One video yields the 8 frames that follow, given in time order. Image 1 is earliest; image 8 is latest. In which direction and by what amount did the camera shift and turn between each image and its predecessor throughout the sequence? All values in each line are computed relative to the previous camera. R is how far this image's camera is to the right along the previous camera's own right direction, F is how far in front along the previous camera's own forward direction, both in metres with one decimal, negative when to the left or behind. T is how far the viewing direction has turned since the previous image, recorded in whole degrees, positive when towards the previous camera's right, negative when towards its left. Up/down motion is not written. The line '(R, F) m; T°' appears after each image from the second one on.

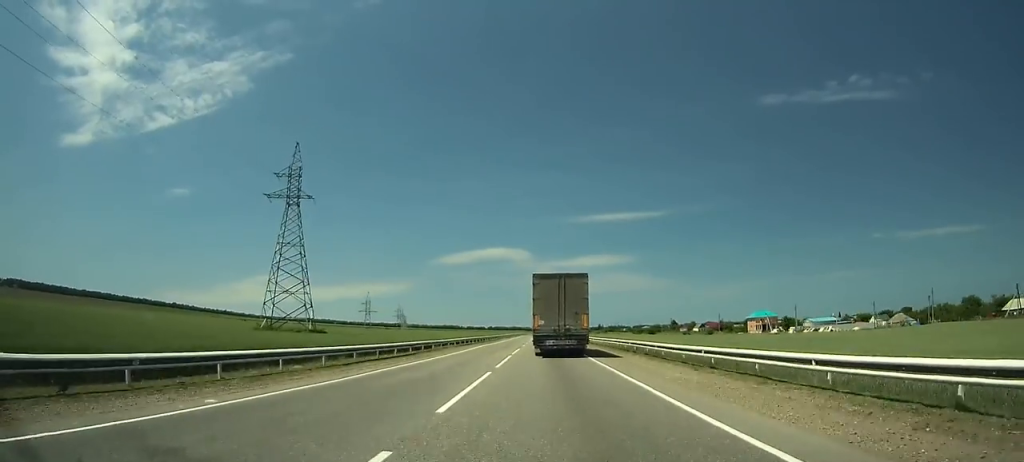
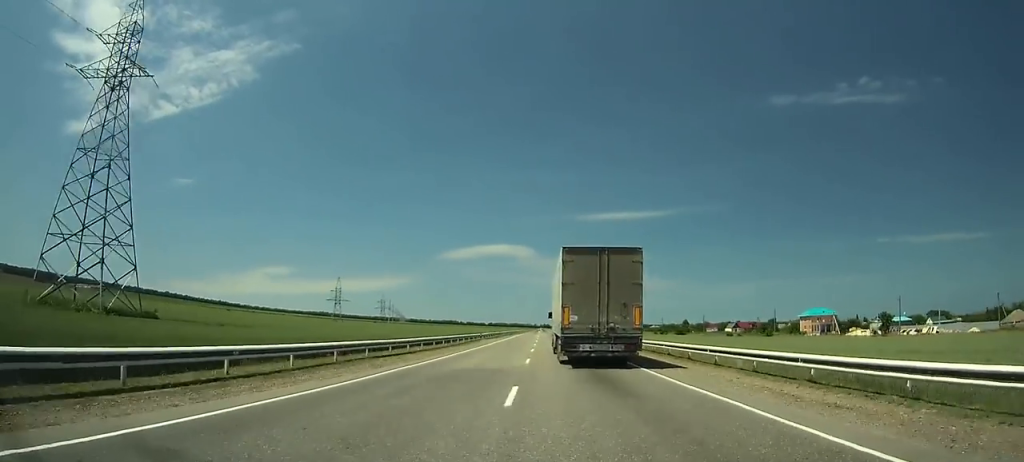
(-0.6, +49.2) m; 0°
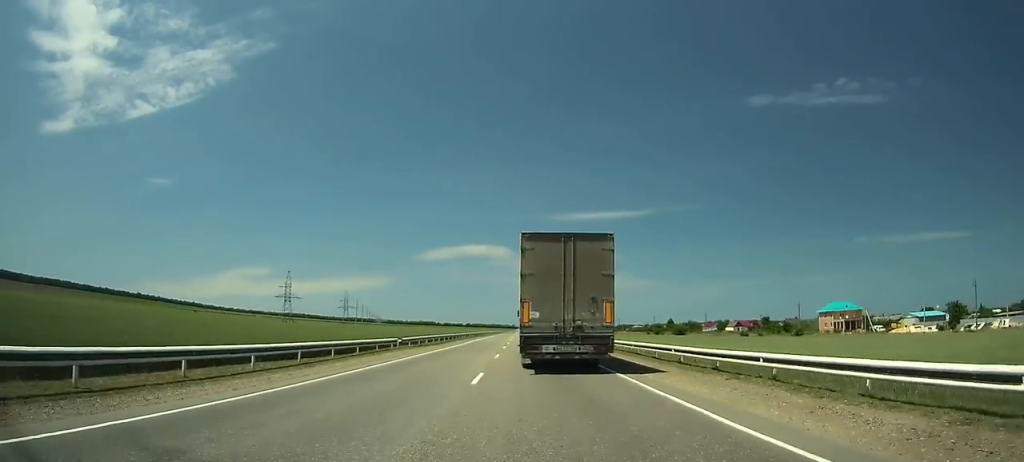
(+0.1, +32.2) m; 0°
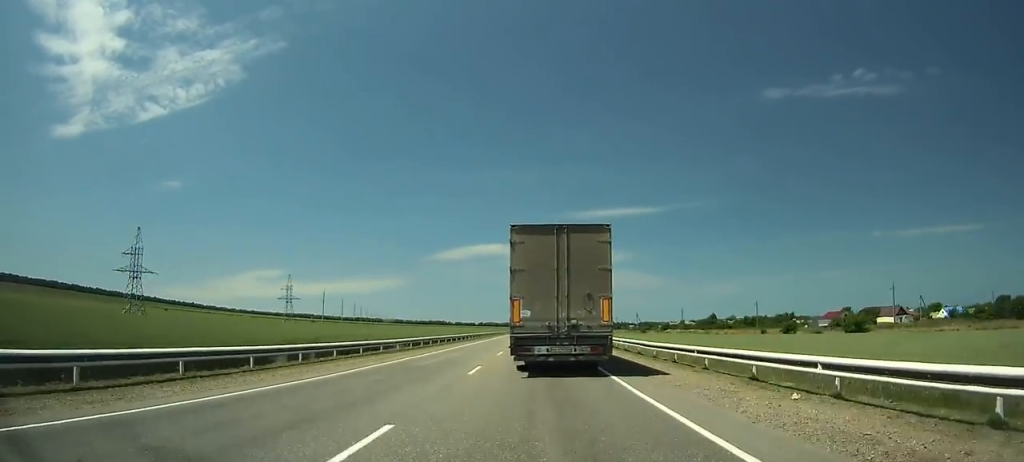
(+1.1, +109.2) m; 0°
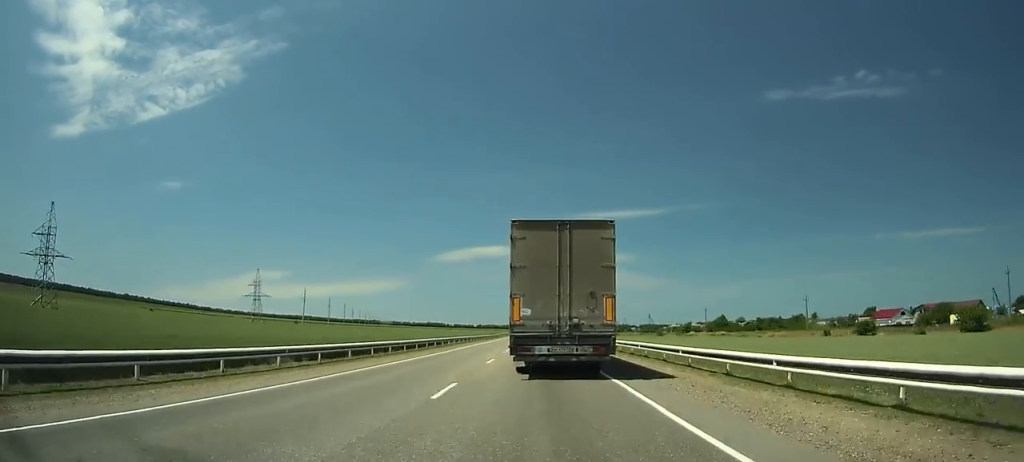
(-0.1, +30.1) m; 0°
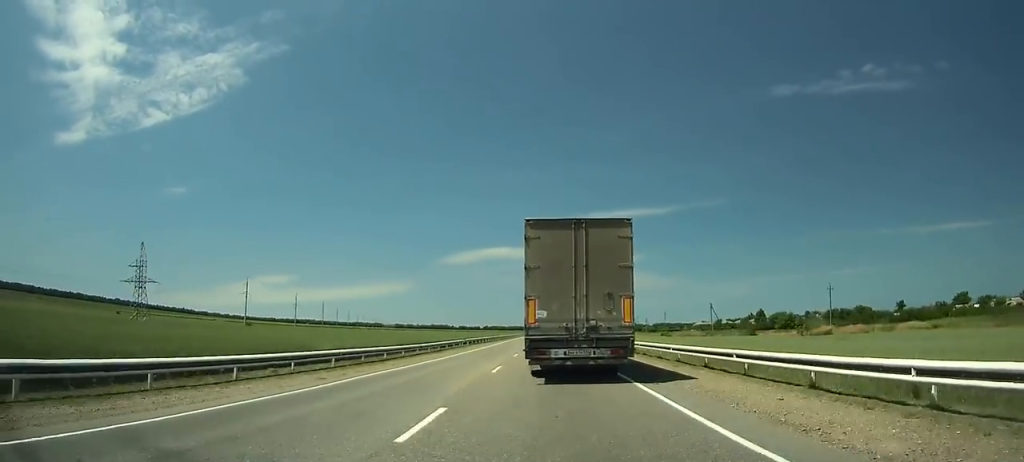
(-0.5, +76.5) m; 0°
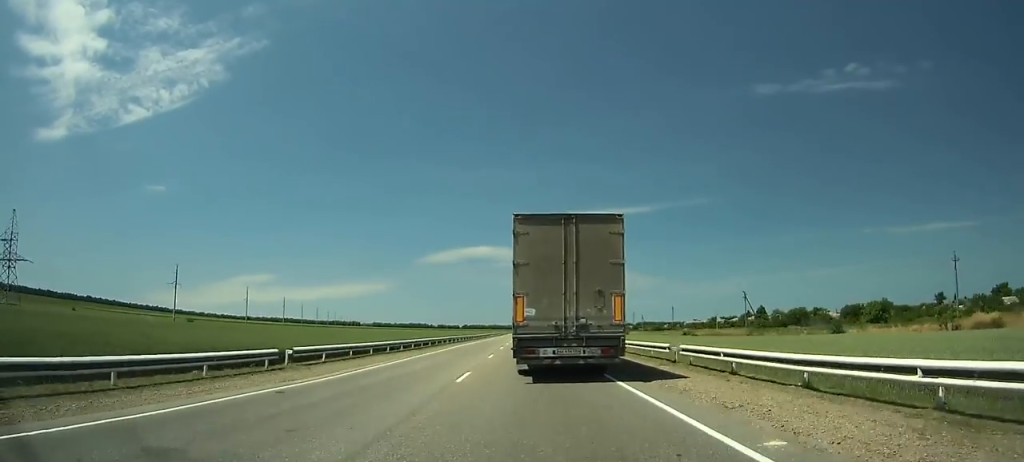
(-0.1, +39.9) m; 0°
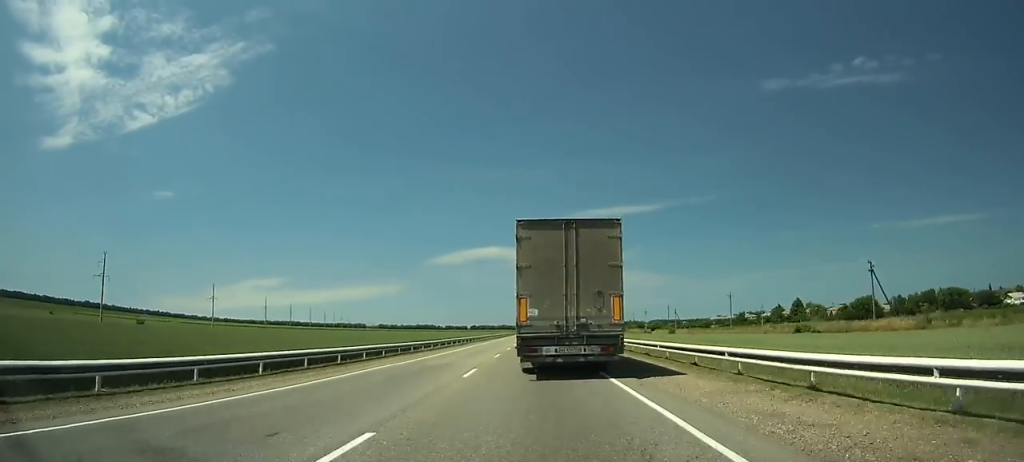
(+0.2, +46.0) m; 0°
